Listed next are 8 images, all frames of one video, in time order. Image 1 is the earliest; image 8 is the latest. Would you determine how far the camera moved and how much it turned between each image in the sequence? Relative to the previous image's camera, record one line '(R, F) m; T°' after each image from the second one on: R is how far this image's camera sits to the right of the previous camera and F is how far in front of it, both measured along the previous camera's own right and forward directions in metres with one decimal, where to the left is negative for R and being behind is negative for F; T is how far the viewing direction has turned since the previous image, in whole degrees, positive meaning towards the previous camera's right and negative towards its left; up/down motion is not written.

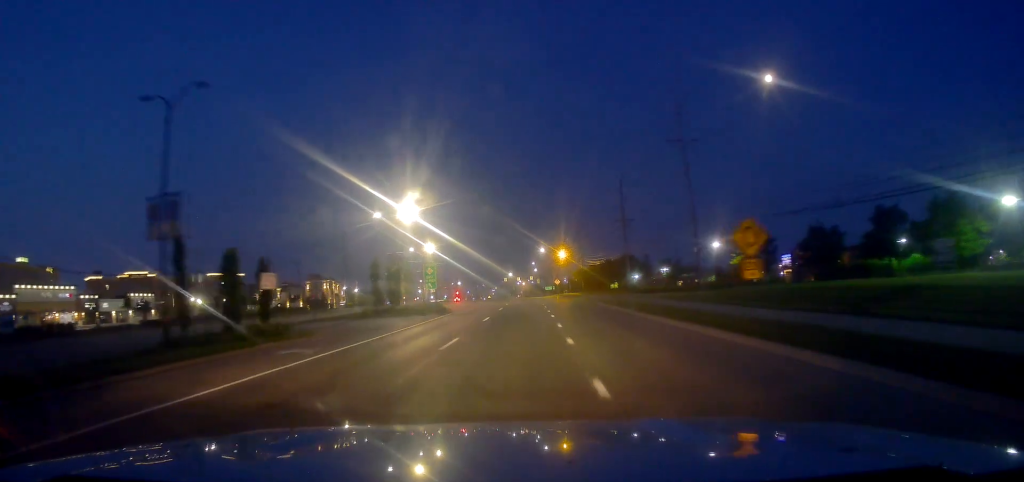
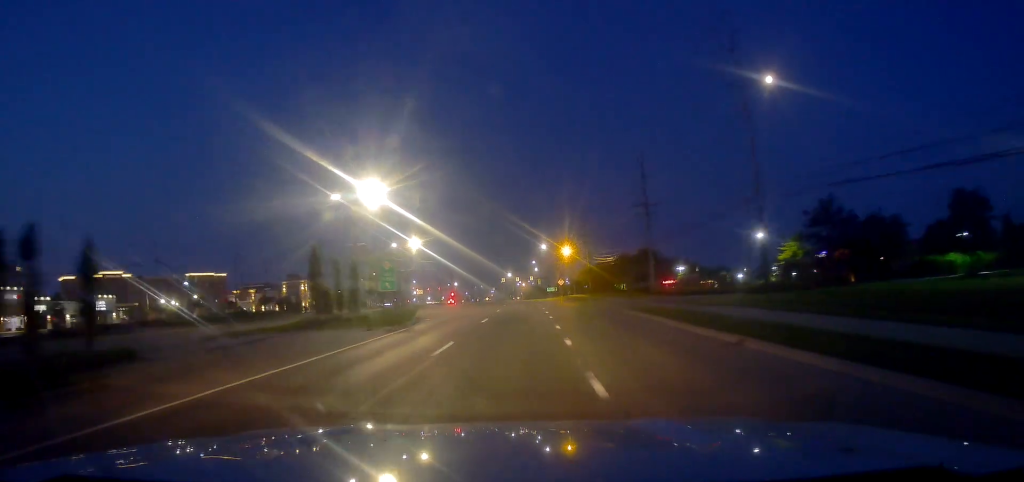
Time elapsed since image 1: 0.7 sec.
(-0.1, +15.3) m; -1°
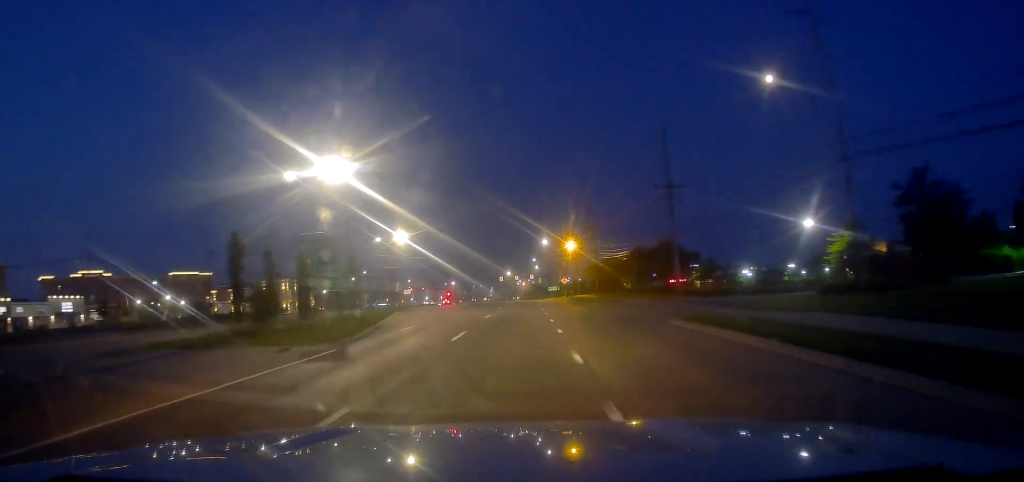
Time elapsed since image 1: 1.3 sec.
(-0.1, +11.2) m; -1°
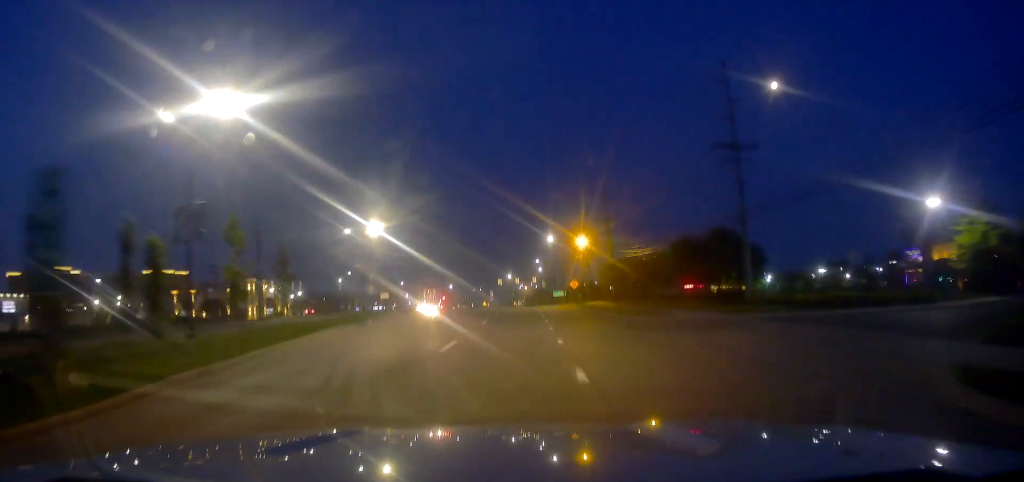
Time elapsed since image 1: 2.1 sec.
(0.0, +17.2) m; +2°
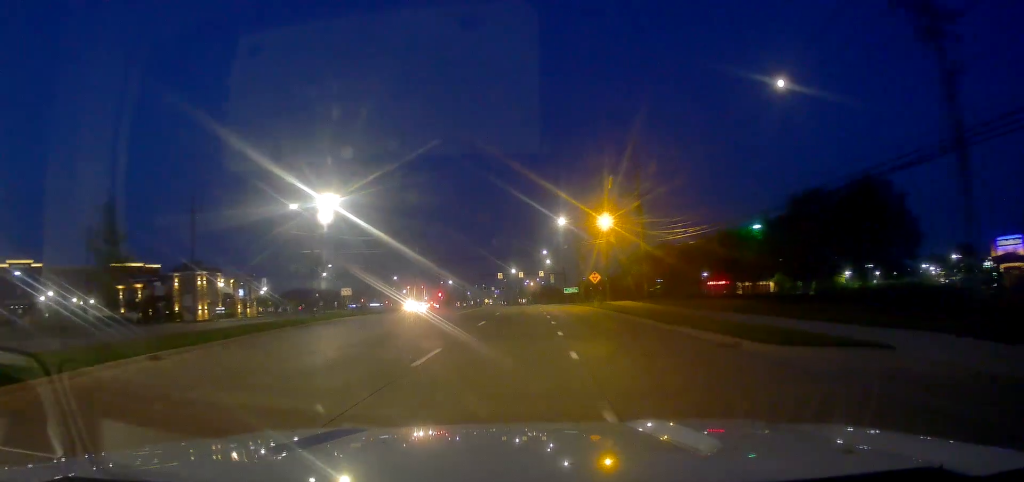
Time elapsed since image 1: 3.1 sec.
(+0.6, +19.6) m; 0°
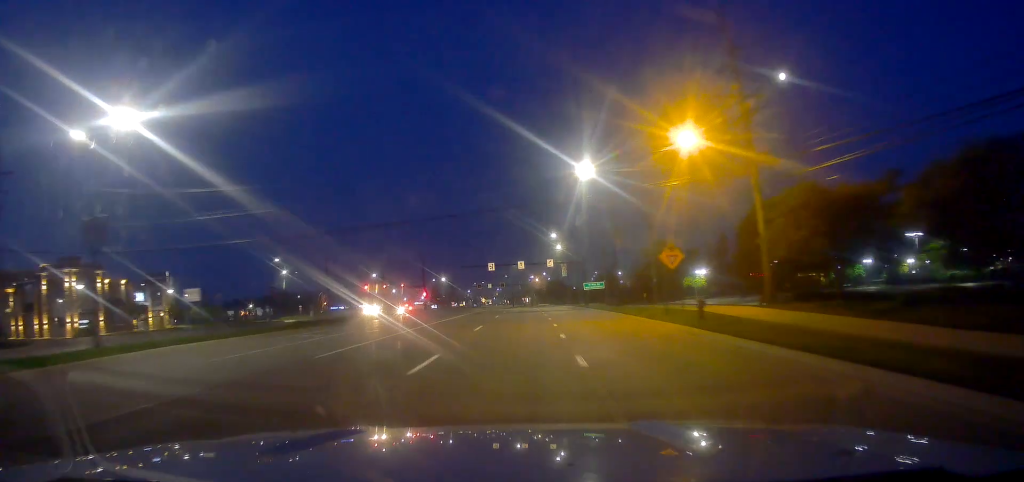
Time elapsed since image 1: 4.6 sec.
(-1.5, +31.8) m; -5°
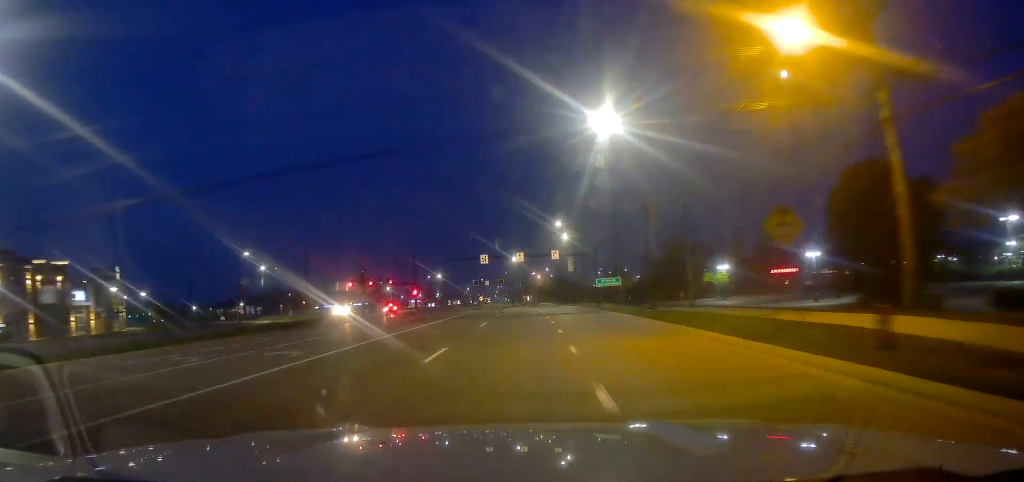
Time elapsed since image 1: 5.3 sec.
(-0.5, +12.8) m; 0°
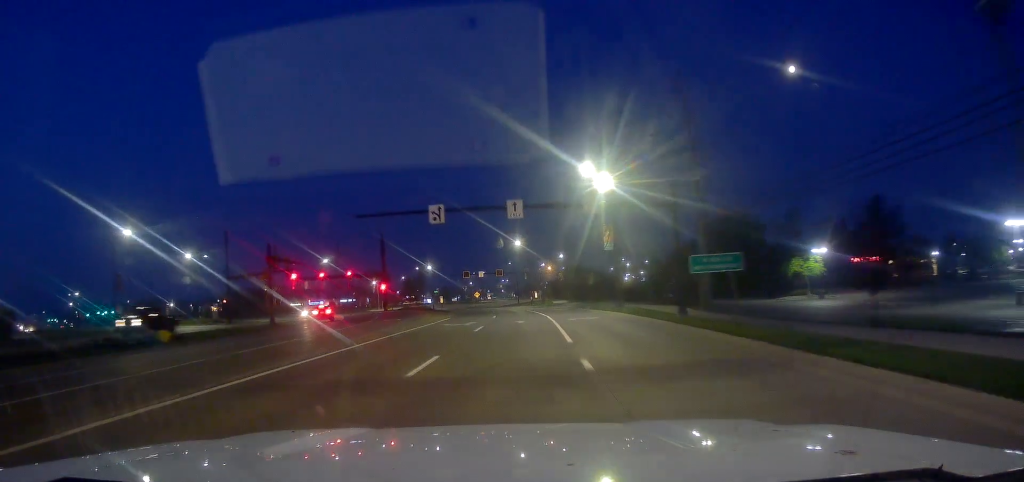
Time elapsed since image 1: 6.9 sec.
(+1.3, +33.2) m; +2°
